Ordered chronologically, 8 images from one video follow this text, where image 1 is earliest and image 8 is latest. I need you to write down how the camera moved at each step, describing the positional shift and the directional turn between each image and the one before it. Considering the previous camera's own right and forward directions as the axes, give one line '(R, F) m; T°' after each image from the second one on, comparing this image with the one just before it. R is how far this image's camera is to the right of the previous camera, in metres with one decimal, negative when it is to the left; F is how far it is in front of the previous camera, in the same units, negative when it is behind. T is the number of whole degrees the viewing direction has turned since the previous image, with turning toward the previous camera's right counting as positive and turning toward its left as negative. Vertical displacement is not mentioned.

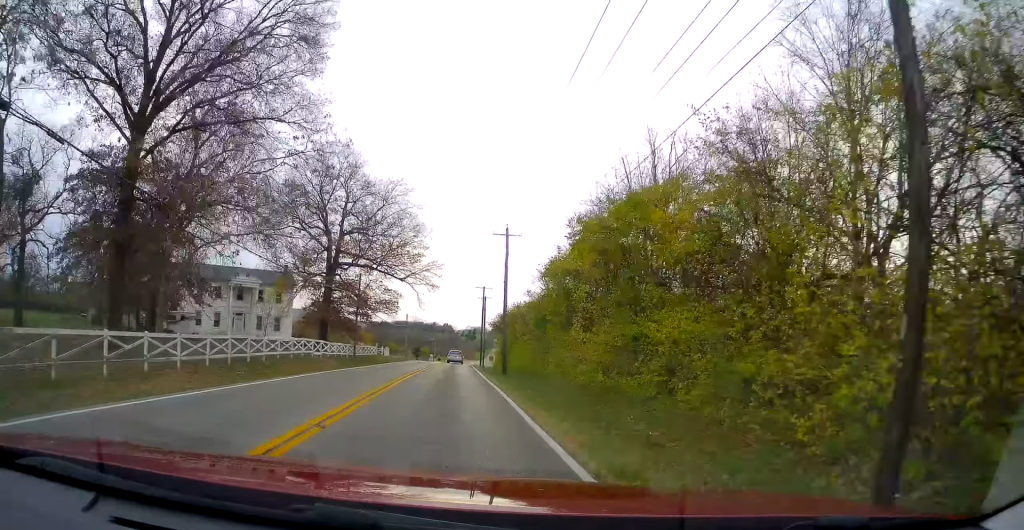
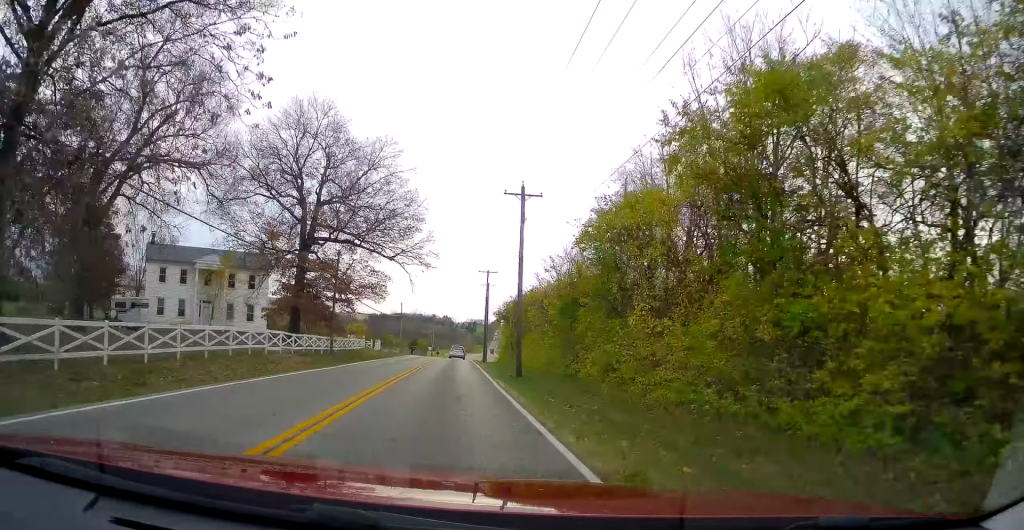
(0.0, +9.6) m; 0°
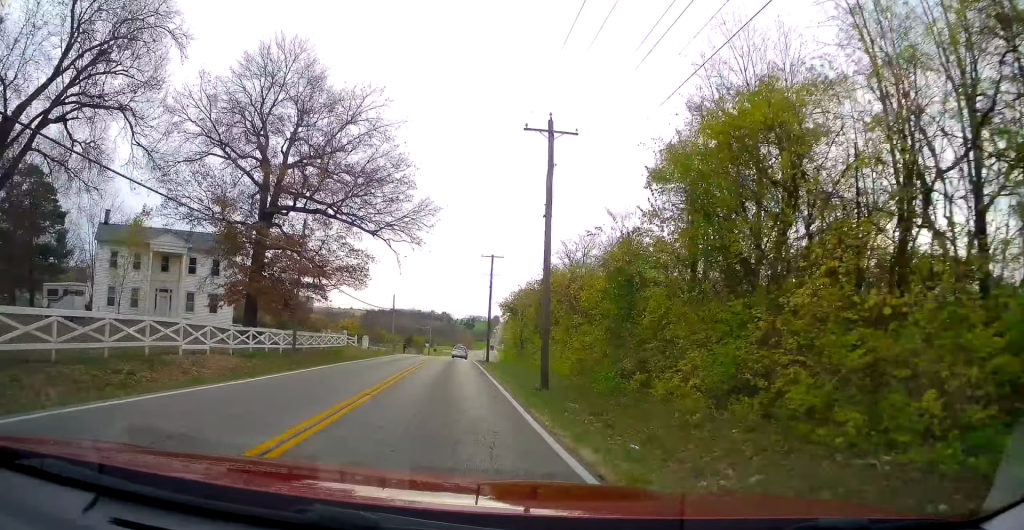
(-0.1, +9.7) m; +1°
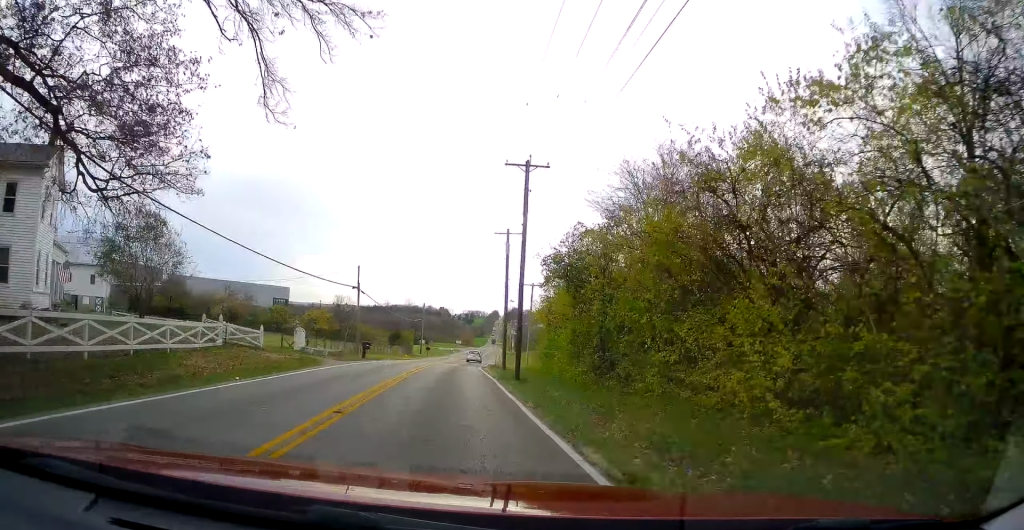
(+0.5, +28.3) m; 0°
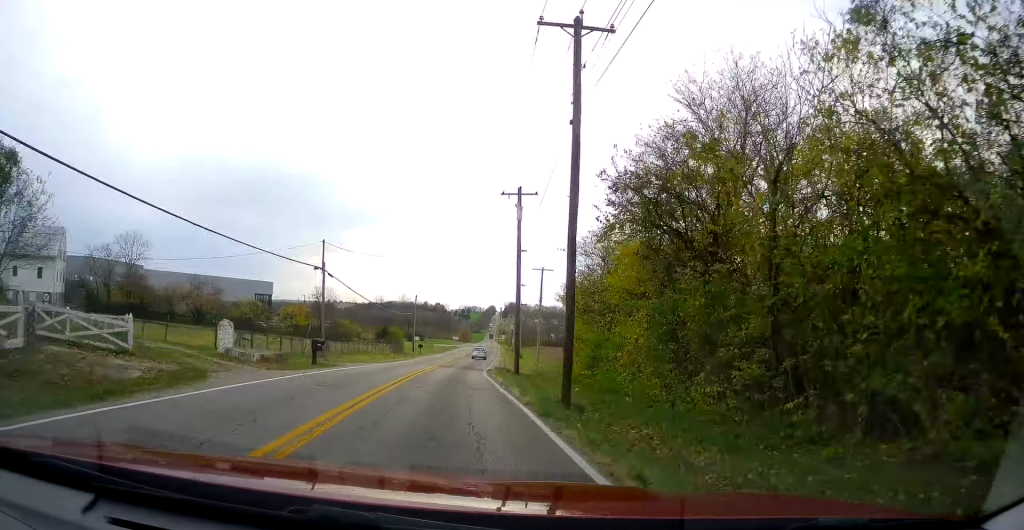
(-0.2, +12.8) m; -1°
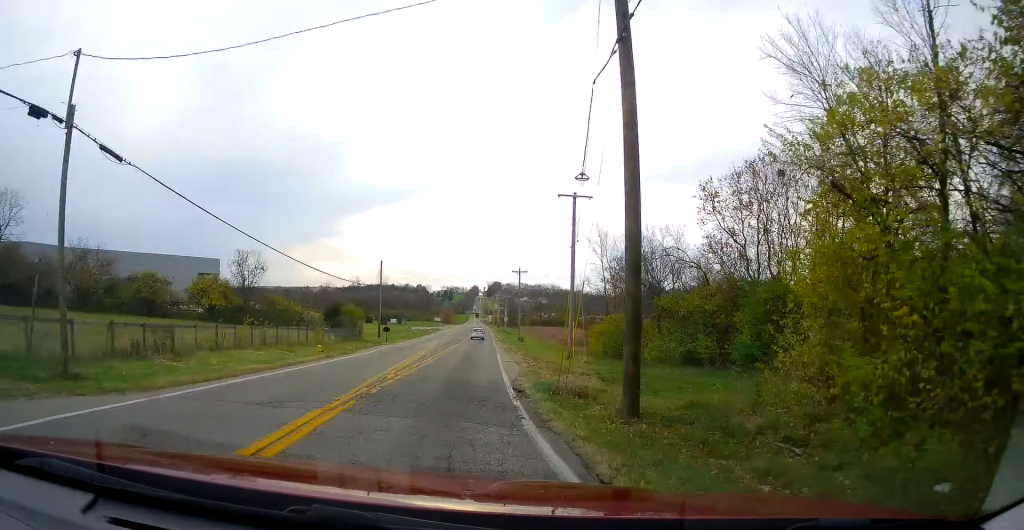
(+0.3, +27.5) m; +1°
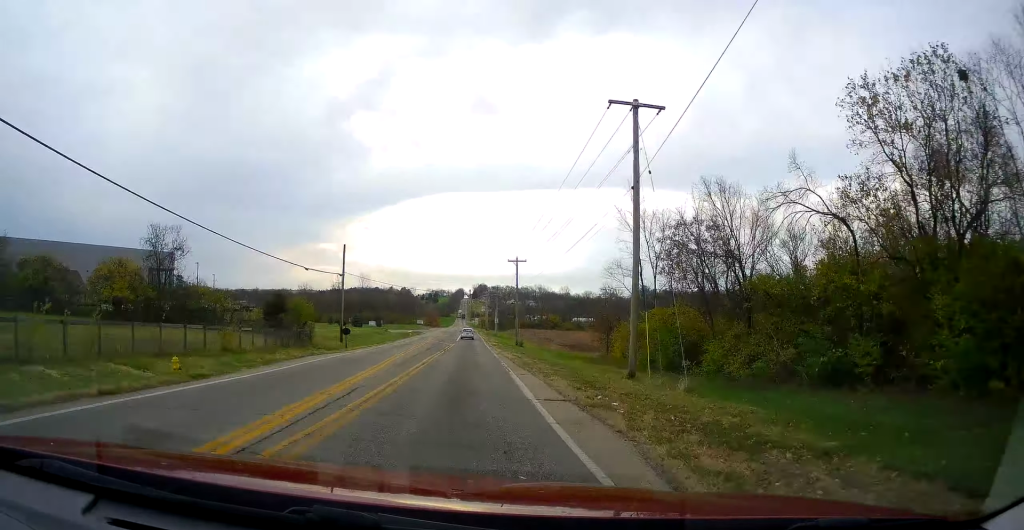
(+0.1, +17.1) m; 0°
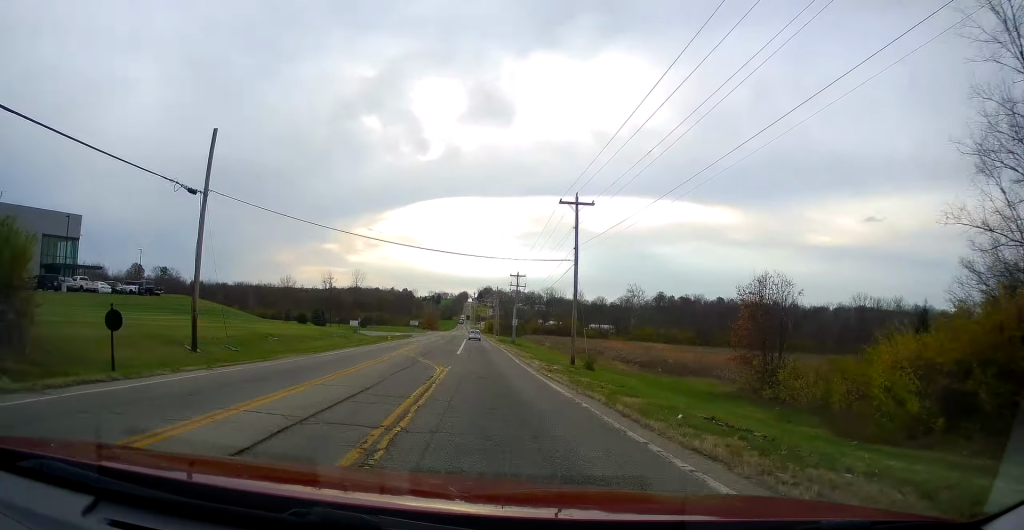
(-0.1, +36.0) m; 0°
